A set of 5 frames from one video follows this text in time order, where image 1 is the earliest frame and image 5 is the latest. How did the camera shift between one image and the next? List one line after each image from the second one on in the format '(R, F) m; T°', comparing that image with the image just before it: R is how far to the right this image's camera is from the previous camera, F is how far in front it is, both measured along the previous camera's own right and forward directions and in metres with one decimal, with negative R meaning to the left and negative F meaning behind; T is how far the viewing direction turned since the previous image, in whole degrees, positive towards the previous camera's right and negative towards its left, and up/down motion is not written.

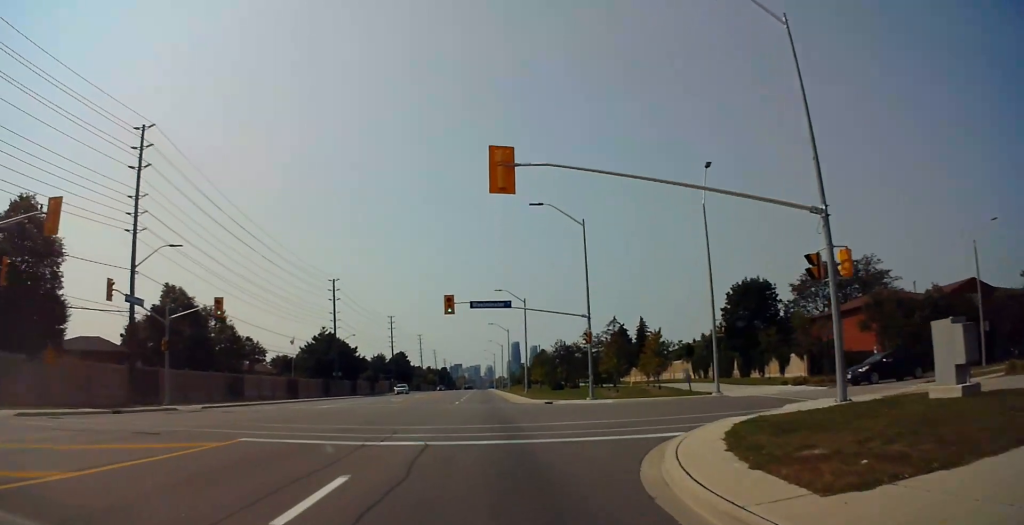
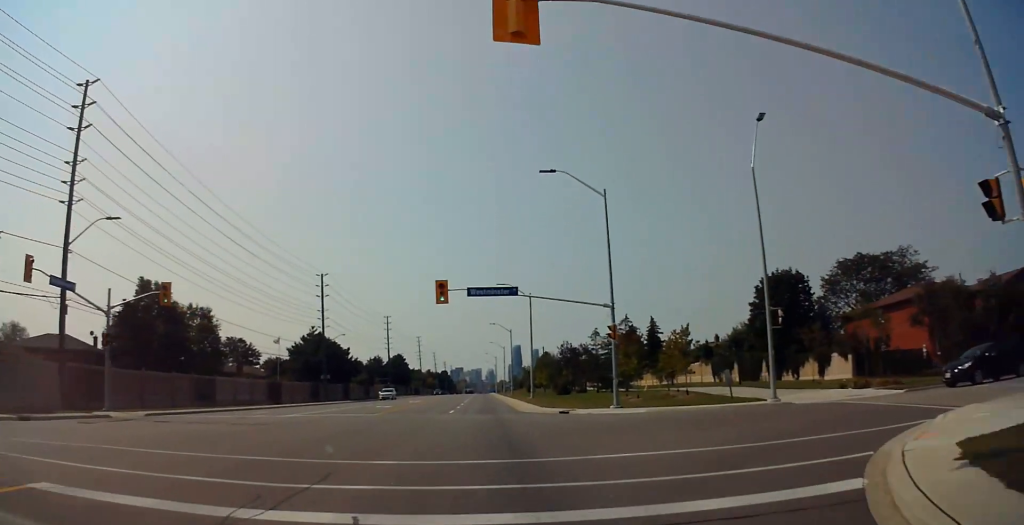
(+0.3, +7.3) m; +1°
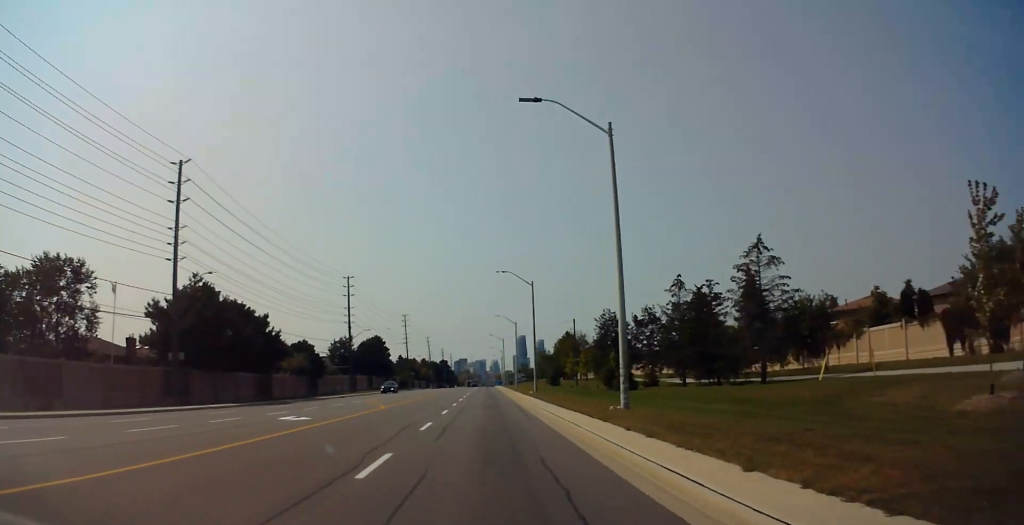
(-0.1, +42.8) m; +1°
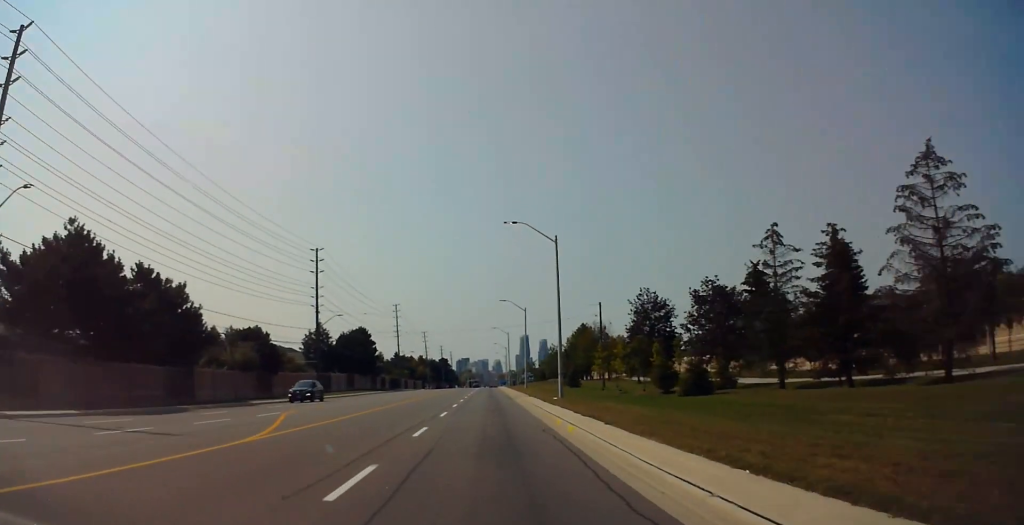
(+0.2, +19.7) m; -1°
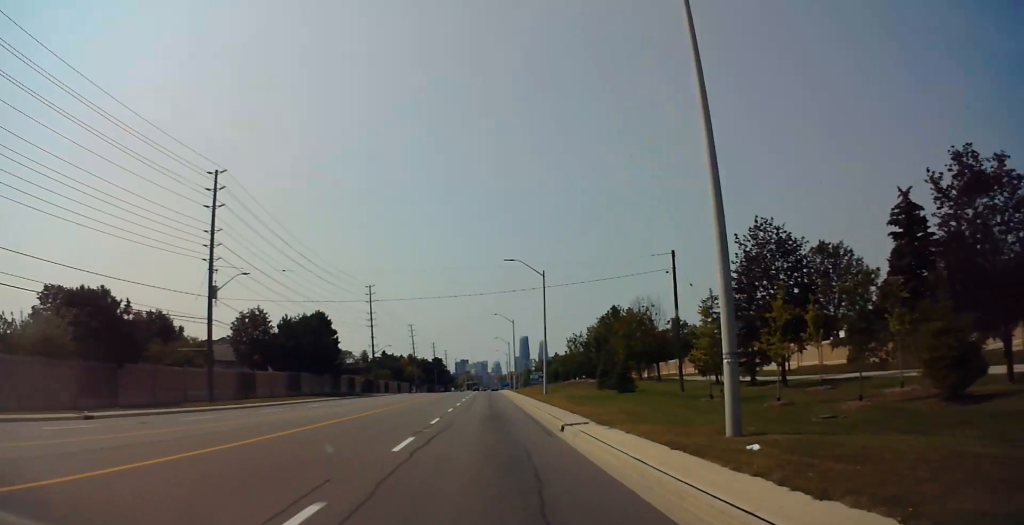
(-0.6, +29.9) m; -1°
